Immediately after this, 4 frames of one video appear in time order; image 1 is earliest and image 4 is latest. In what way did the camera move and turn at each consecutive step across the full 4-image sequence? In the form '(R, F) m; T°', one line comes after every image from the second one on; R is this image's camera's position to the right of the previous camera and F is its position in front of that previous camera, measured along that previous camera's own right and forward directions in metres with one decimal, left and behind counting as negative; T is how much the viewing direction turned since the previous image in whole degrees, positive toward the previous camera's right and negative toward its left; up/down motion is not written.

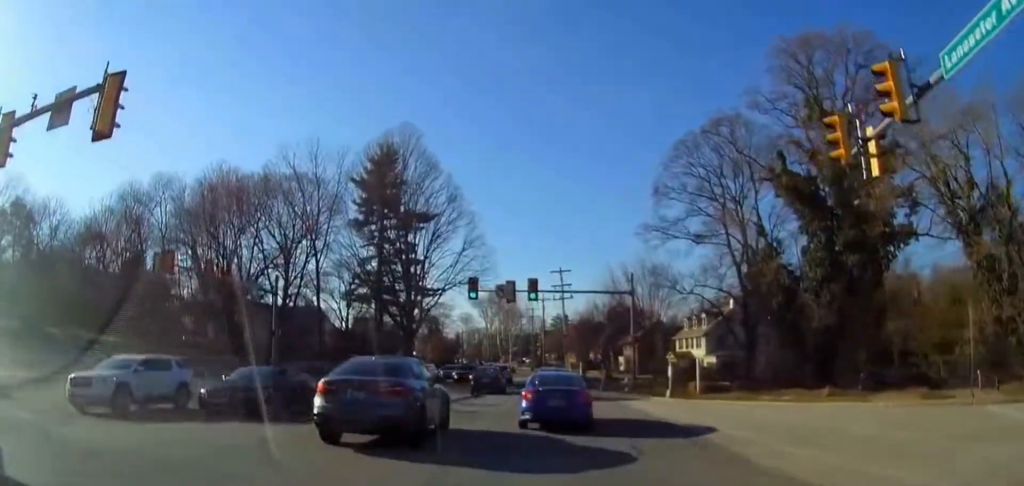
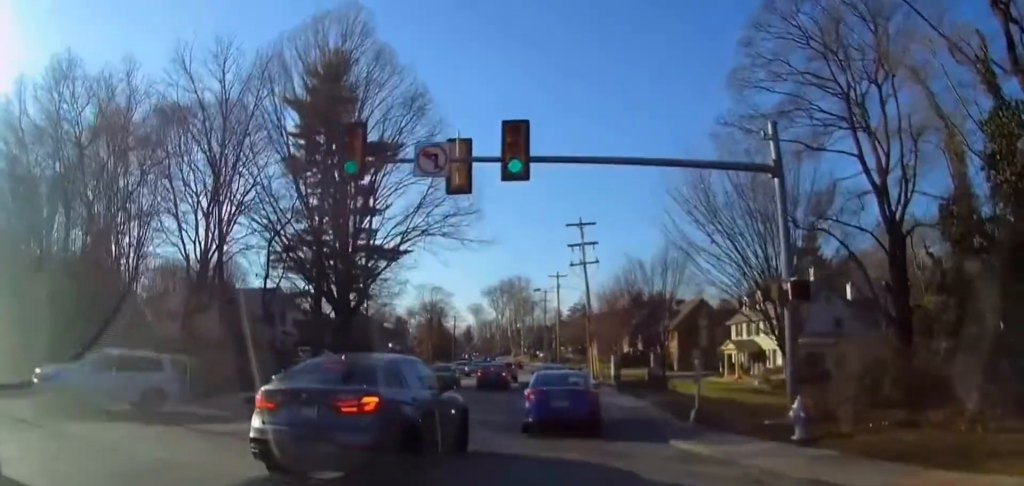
(-0.7, +21.8) m; -2°
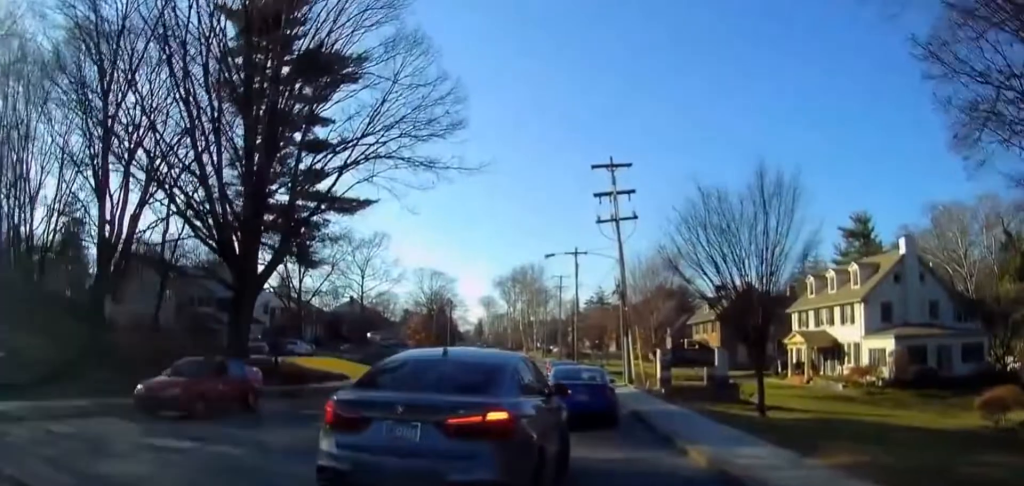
(+0.1, +15.0) m; -1°
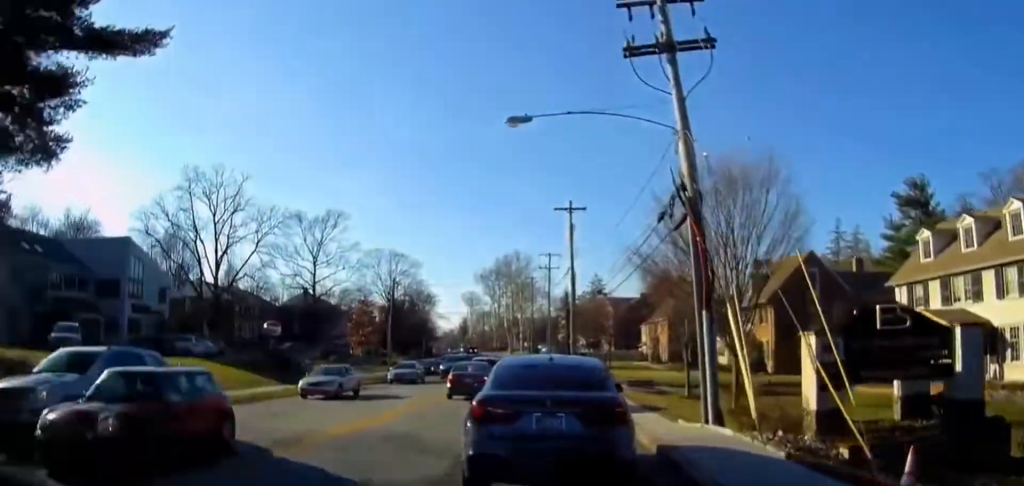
(-0.5, +20.9) m; -1°
